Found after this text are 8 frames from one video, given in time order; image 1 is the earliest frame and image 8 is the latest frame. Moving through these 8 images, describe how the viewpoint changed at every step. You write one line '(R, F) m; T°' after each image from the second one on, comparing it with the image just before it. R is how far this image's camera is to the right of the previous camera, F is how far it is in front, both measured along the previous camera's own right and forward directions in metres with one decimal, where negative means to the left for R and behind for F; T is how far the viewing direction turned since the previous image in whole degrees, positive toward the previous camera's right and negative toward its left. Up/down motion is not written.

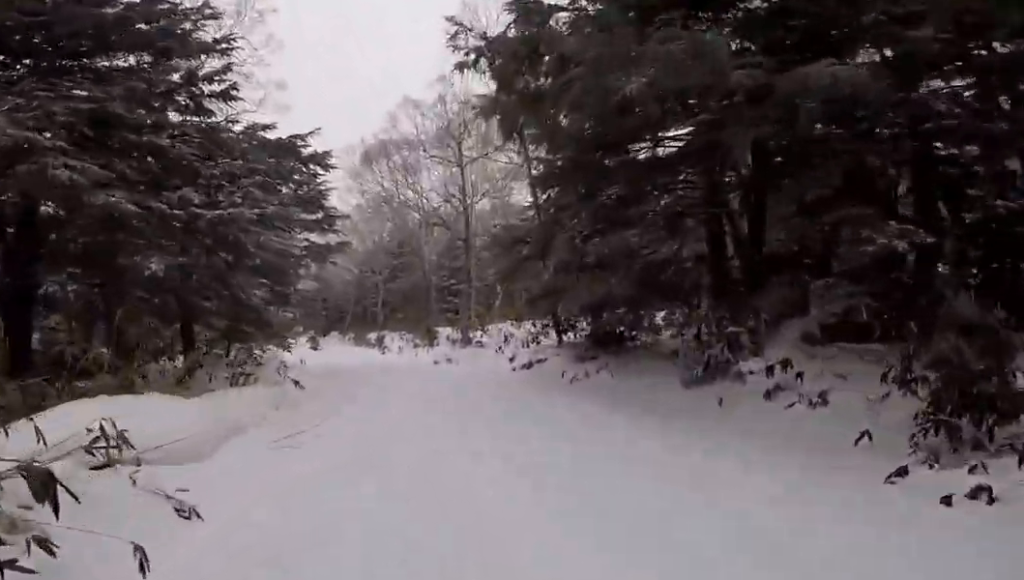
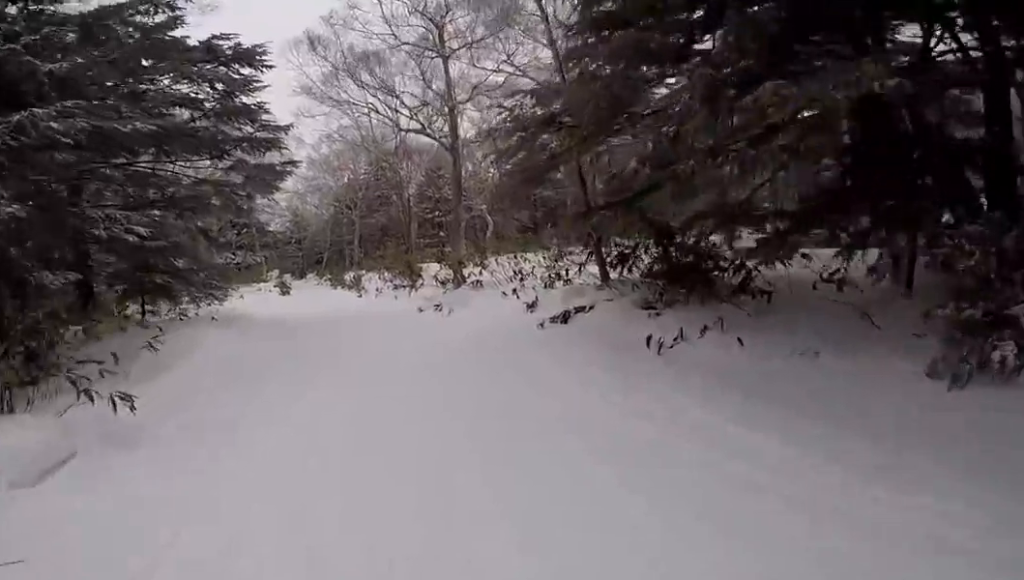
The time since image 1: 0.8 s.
(-0.9, +4.5) m; -12°
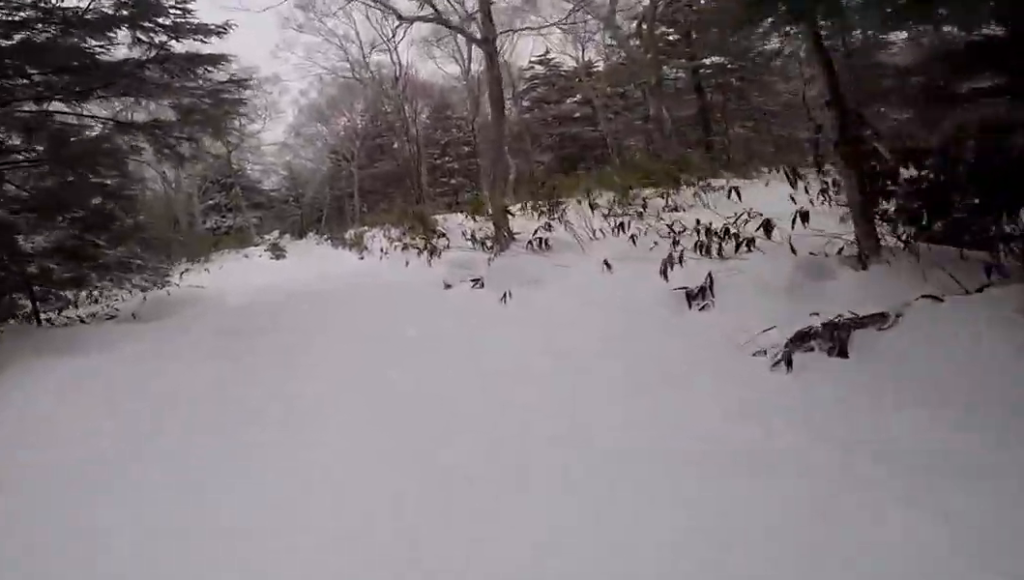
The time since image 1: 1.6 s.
(0.0, +5.5) m; -12°
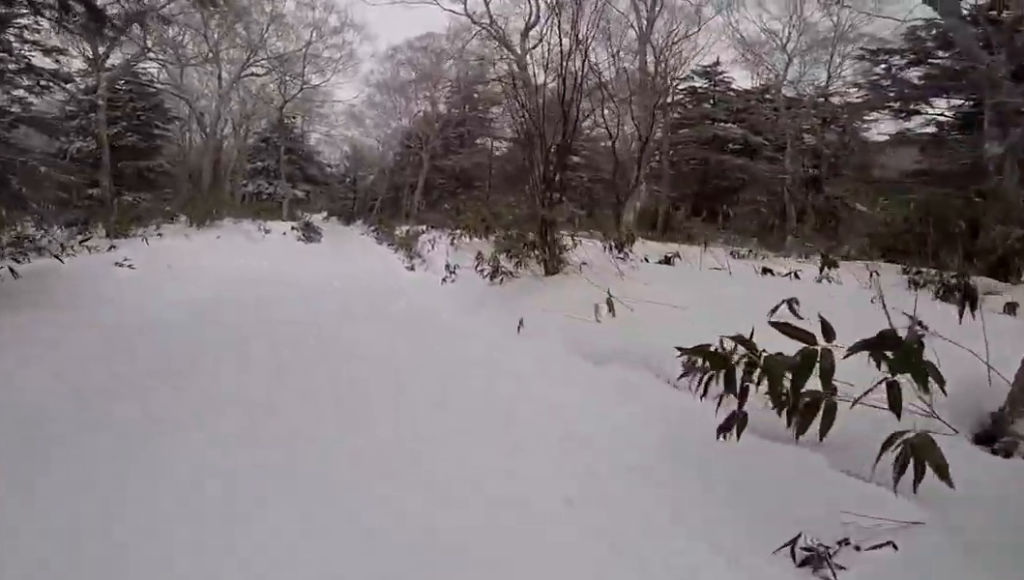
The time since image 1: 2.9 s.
(-1.3, +8.3) m; +1°
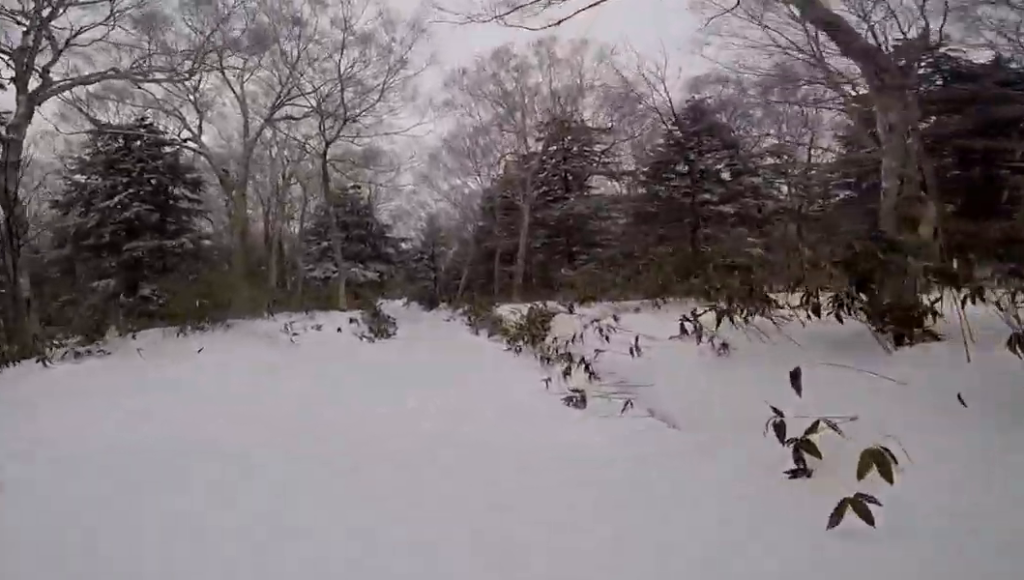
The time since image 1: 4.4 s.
(+1.9, +9.7) m; +11°
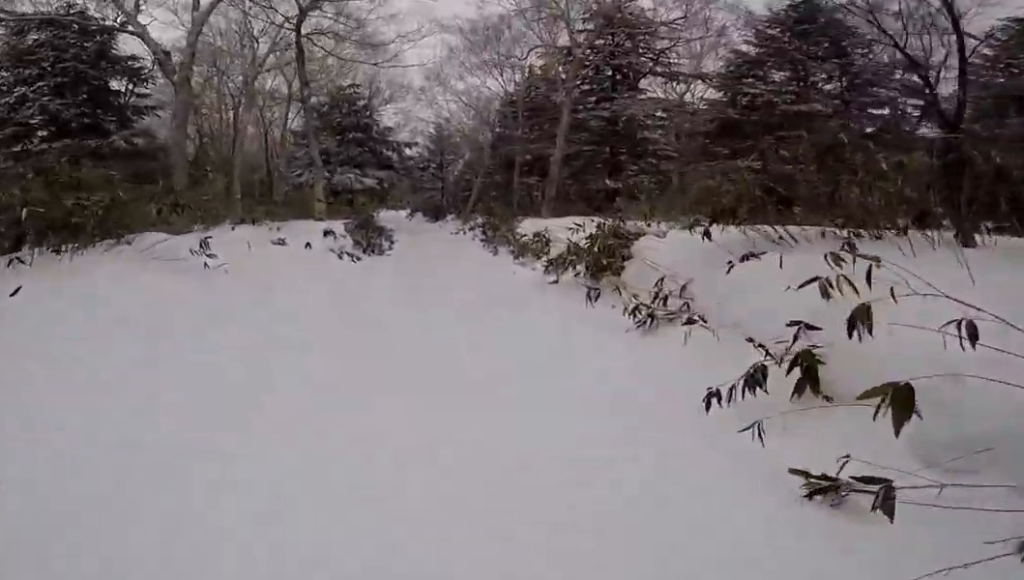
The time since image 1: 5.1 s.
(0.0, +5.0) m; -4°
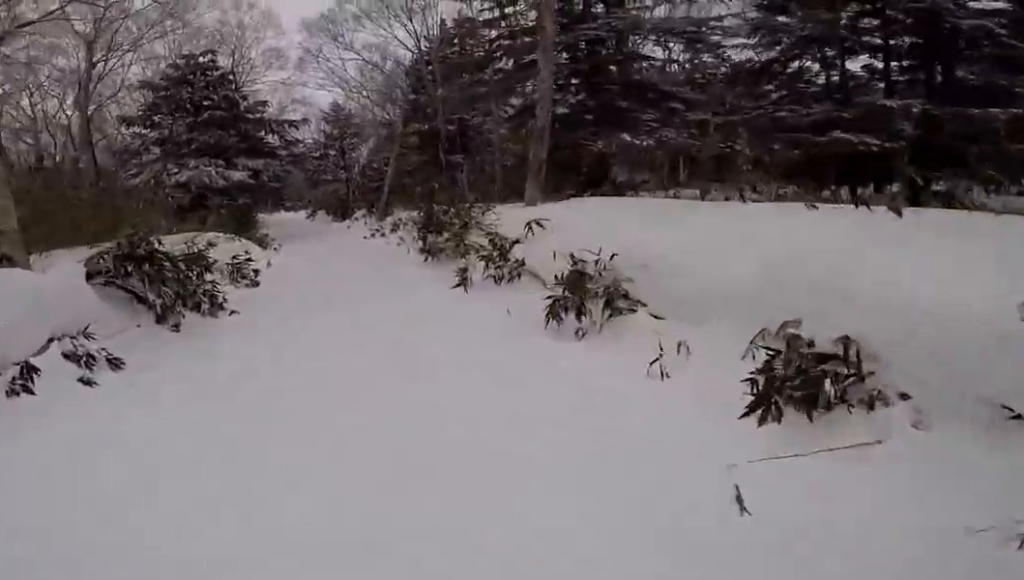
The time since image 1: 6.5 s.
(-1.7, +9.3) m; -10°
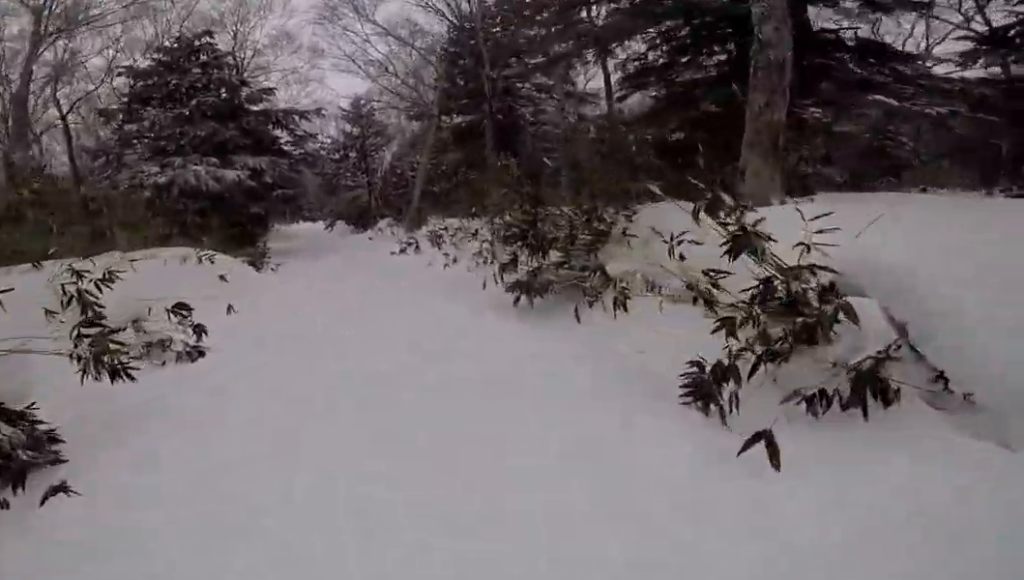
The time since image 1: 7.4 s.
(+0.6, +5.3) m; +8°
